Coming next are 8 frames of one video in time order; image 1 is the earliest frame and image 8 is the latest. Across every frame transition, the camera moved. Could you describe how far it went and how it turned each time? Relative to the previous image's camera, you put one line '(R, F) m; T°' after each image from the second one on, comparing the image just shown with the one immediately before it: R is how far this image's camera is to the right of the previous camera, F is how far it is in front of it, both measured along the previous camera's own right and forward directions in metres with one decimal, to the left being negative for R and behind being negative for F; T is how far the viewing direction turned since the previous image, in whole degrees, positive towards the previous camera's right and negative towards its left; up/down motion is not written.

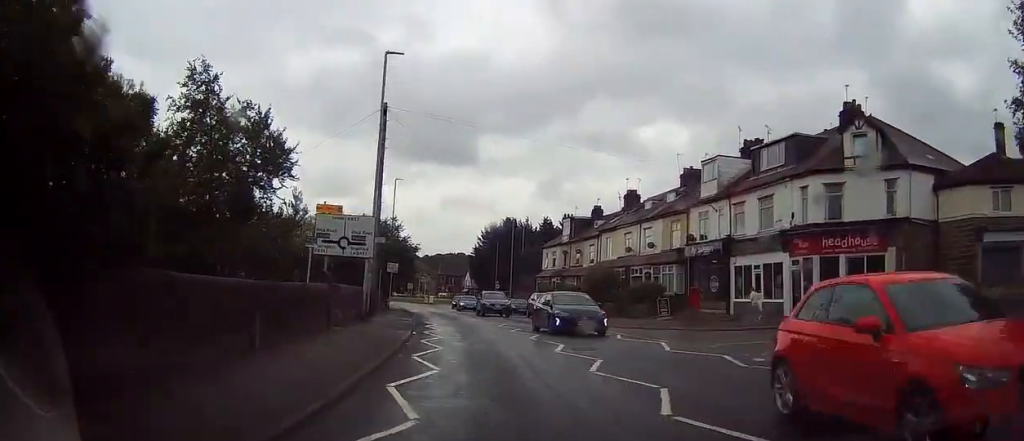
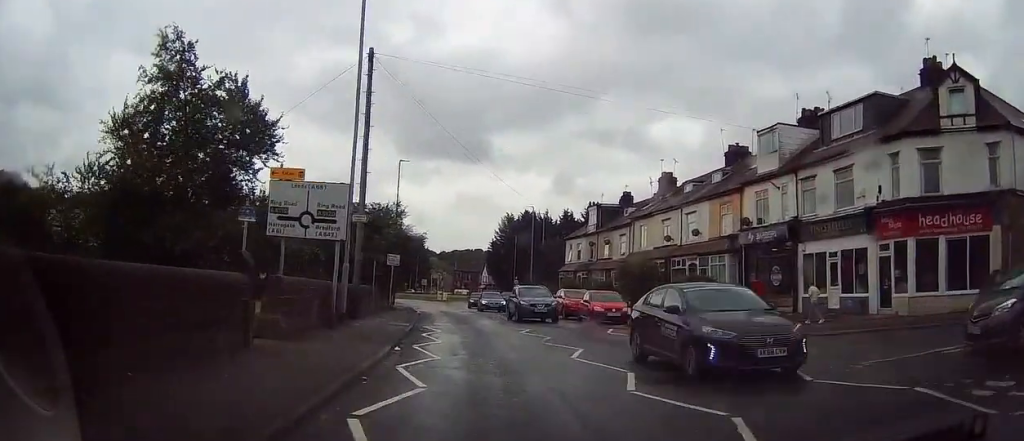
(0.0, +6.8) m; -1°
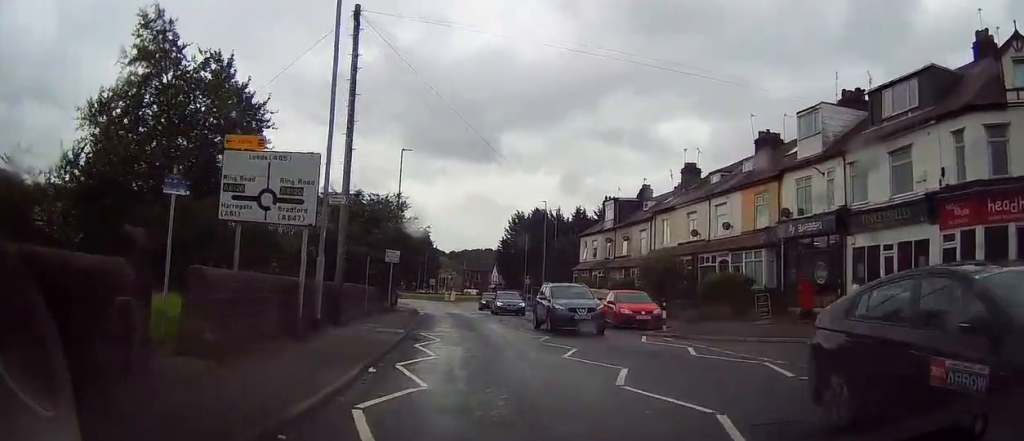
(0.0, +3.8) m; -1°
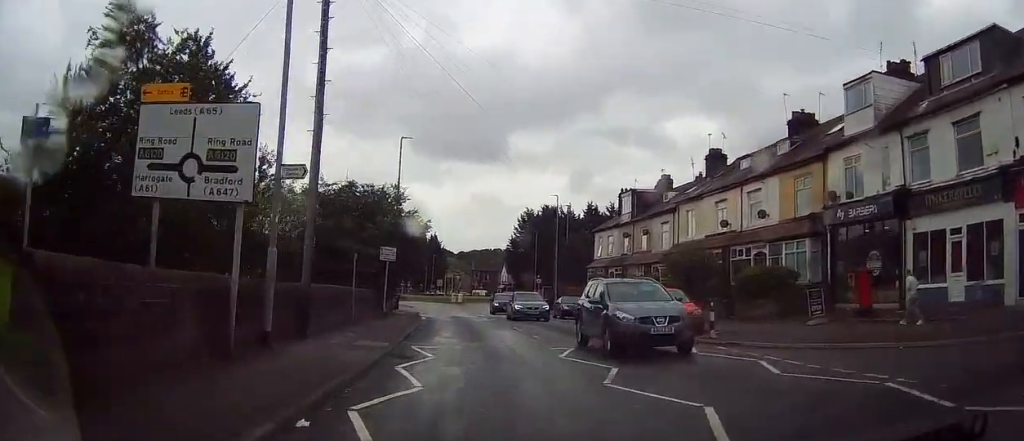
(-0.1, +4.1) m; -1°
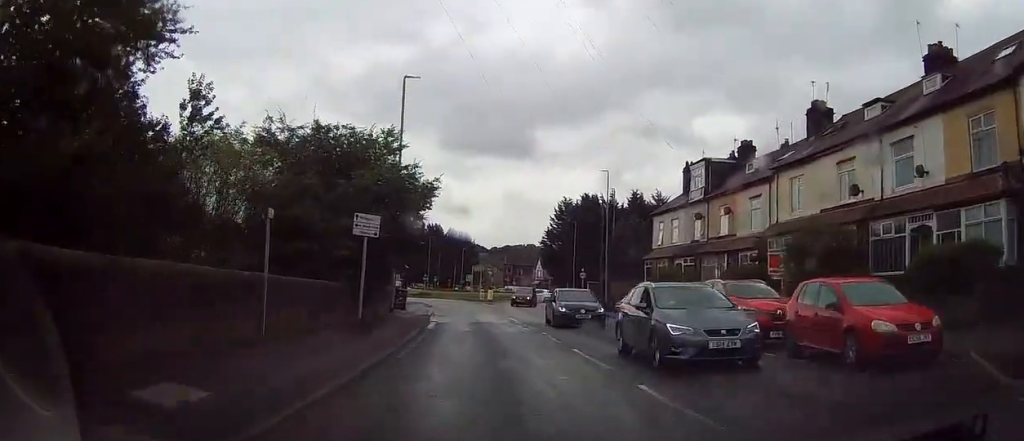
(-0.2, +11.1) m; -4°
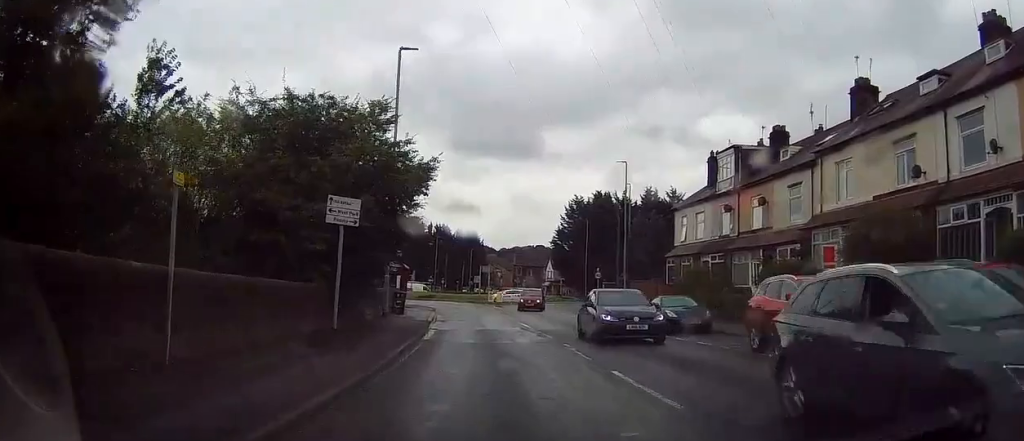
(-0.1, +3.8) m; -1°
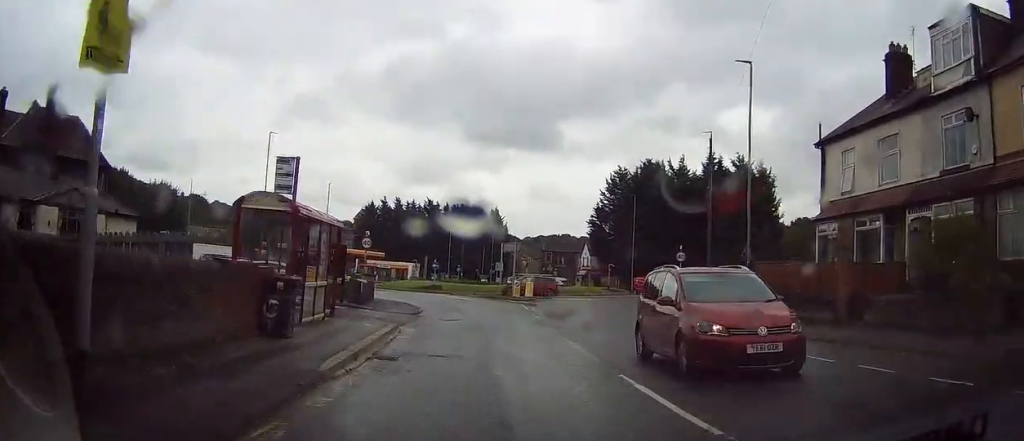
(-0.1, +19.9) m; -1°
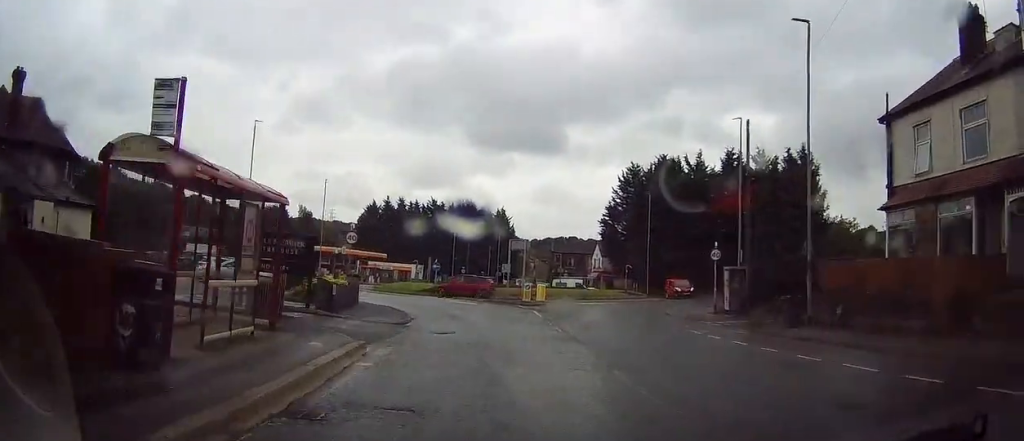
(-0.1, +5.2) m; -1°
